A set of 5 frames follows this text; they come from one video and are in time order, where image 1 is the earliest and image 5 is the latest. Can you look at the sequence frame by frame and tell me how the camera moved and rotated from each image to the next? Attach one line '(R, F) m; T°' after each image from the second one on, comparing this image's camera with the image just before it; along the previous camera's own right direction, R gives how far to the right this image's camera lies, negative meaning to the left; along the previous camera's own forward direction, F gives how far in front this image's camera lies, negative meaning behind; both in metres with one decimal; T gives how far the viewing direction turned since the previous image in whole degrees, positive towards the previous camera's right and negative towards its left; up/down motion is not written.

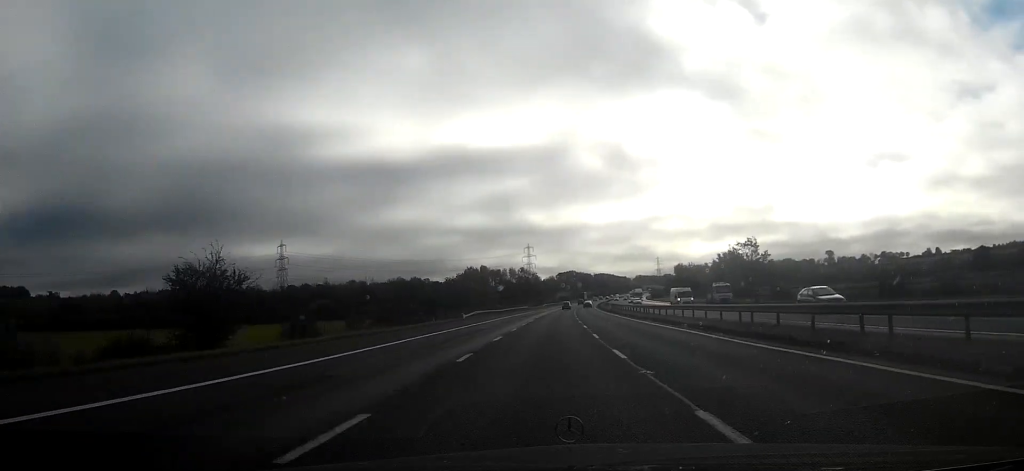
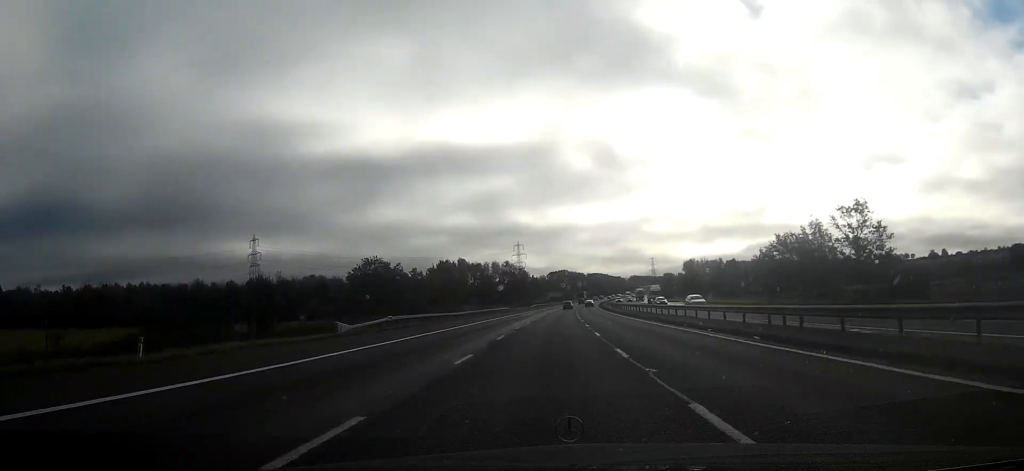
(+0.2, +35.5) m; +1°
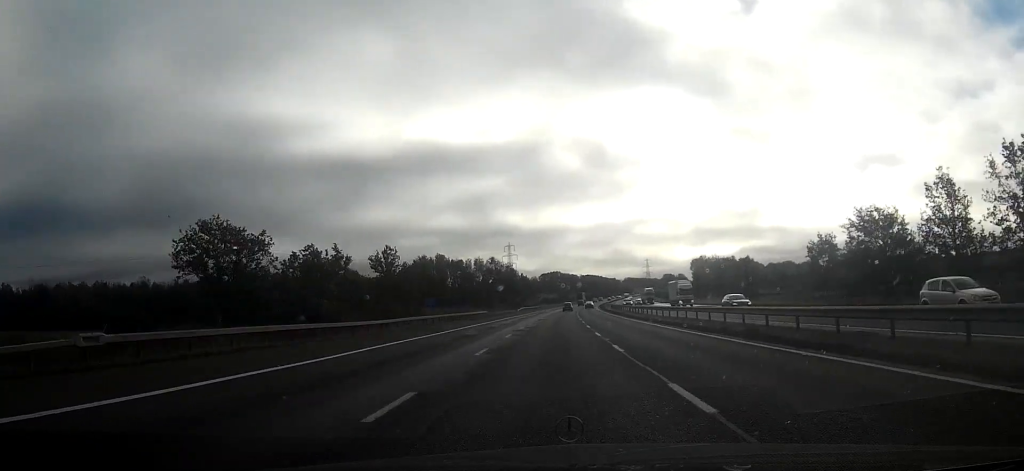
(+0.2, +25.0) m; +1°
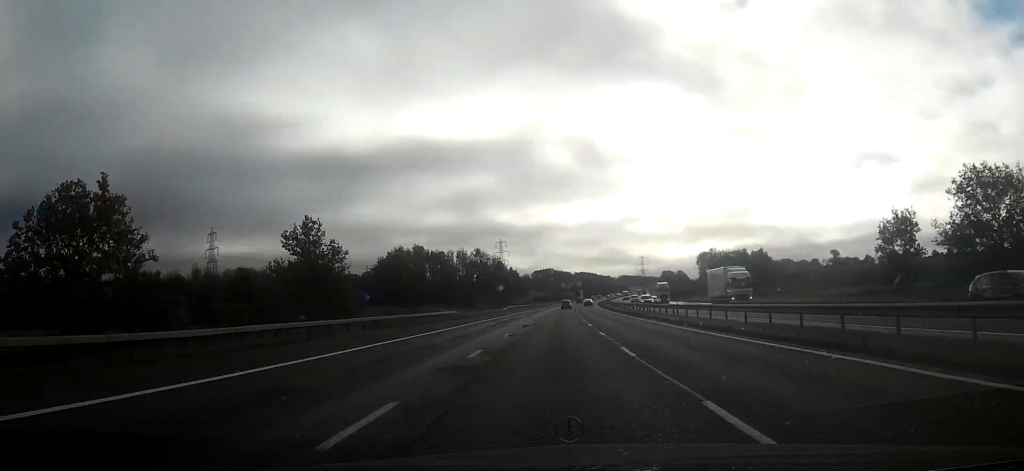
(+0.1, +19.3) m; +1°
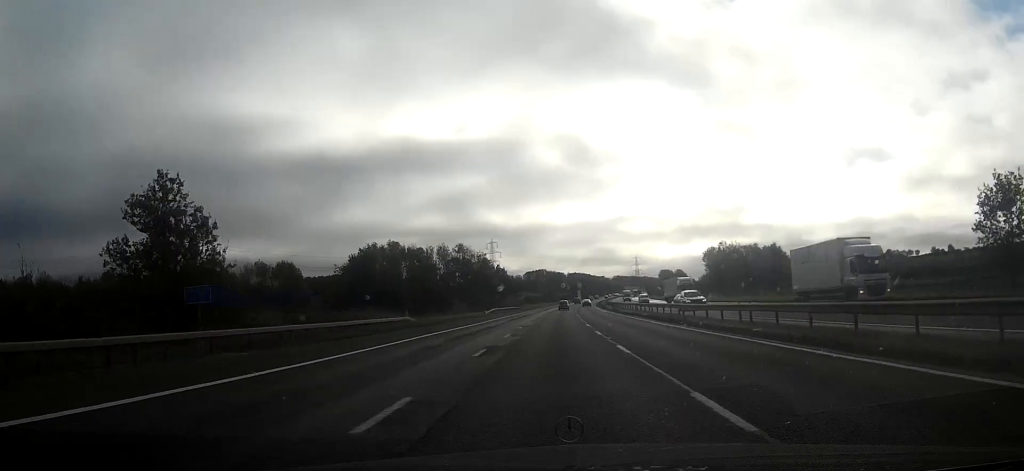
(+0.1, +16.9) m; +1°
